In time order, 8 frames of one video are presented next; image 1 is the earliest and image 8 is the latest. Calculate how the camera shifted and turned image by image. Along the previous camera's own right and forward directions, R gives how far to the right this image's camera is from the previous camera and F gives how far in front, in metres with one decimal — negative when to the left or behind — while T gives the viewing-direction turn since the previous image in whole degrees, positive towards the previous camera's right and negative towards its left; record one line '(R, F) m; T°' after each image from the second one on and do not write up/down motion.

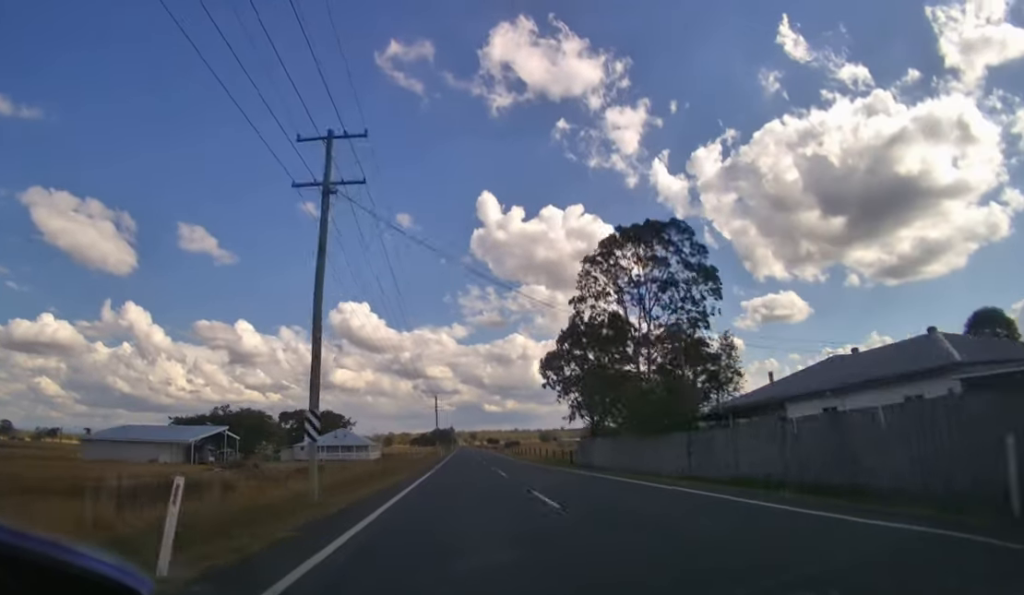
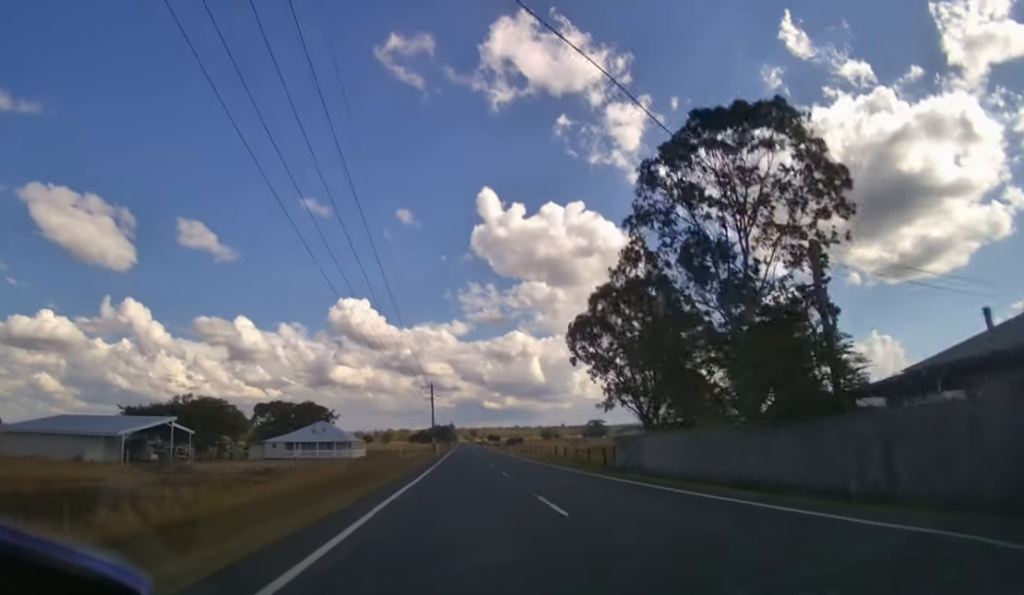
(0.0, +16.2) m; 0°
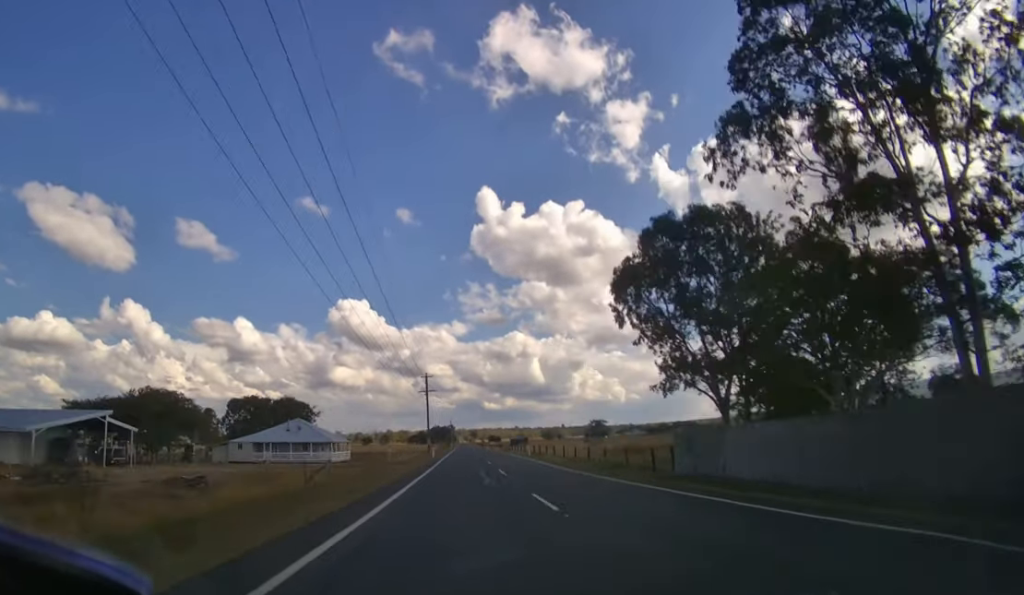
(0.0, +12.4) m; 0°
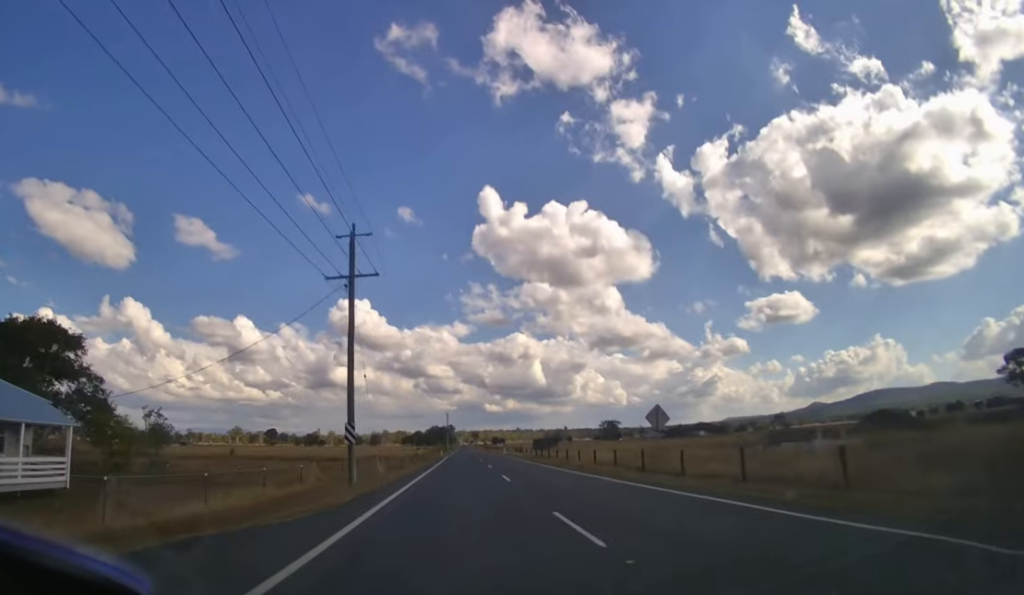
(0.0, +55.5) m; 0°
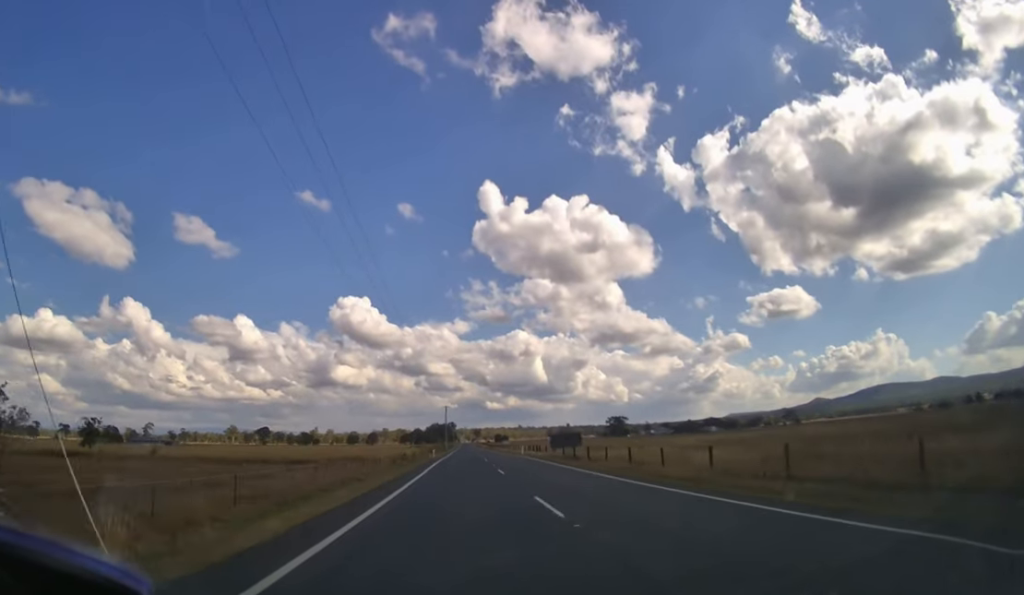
(0.0, +21.6) m; 0°
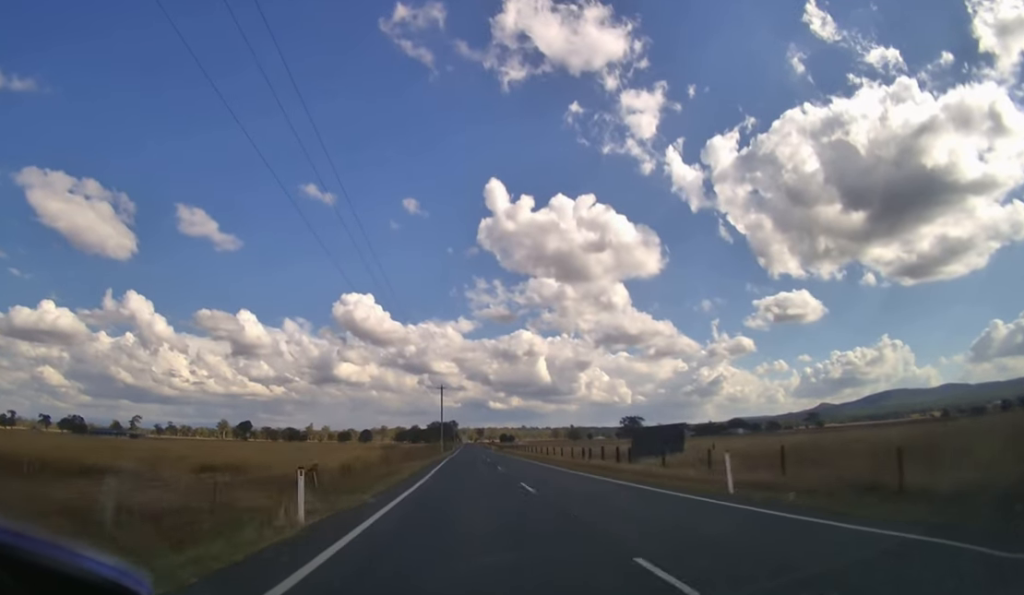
(-0.2, +39.4) m; 0°
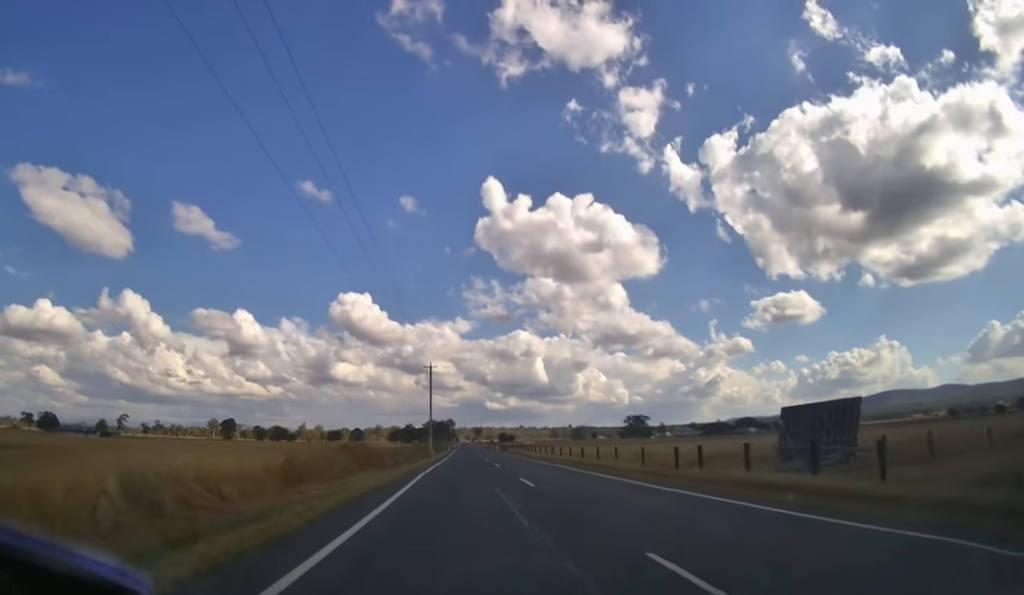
(0.0, +19.9) m; 0°
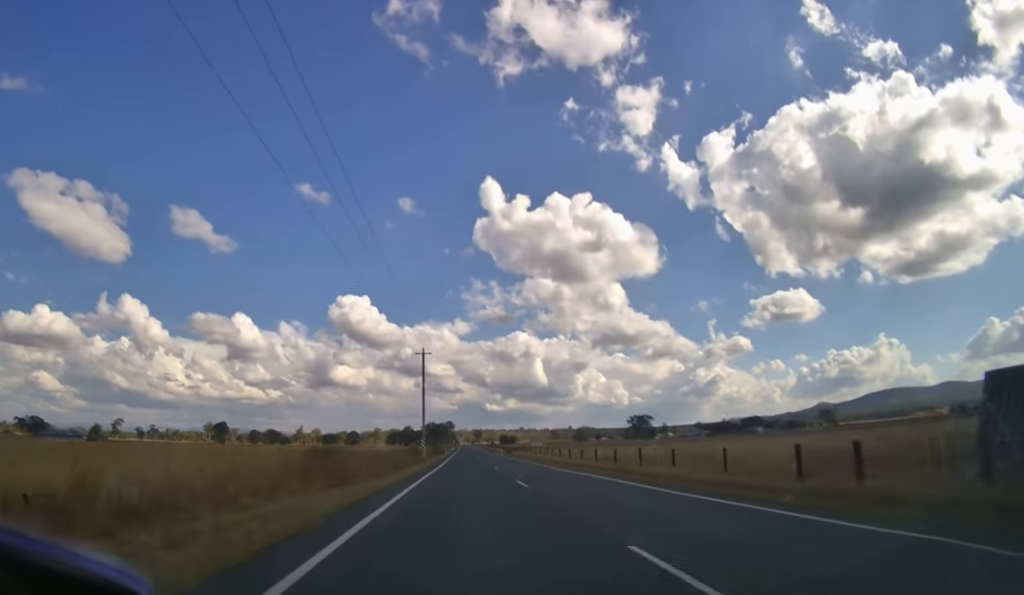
(0.0, +10.3) m; 0°
